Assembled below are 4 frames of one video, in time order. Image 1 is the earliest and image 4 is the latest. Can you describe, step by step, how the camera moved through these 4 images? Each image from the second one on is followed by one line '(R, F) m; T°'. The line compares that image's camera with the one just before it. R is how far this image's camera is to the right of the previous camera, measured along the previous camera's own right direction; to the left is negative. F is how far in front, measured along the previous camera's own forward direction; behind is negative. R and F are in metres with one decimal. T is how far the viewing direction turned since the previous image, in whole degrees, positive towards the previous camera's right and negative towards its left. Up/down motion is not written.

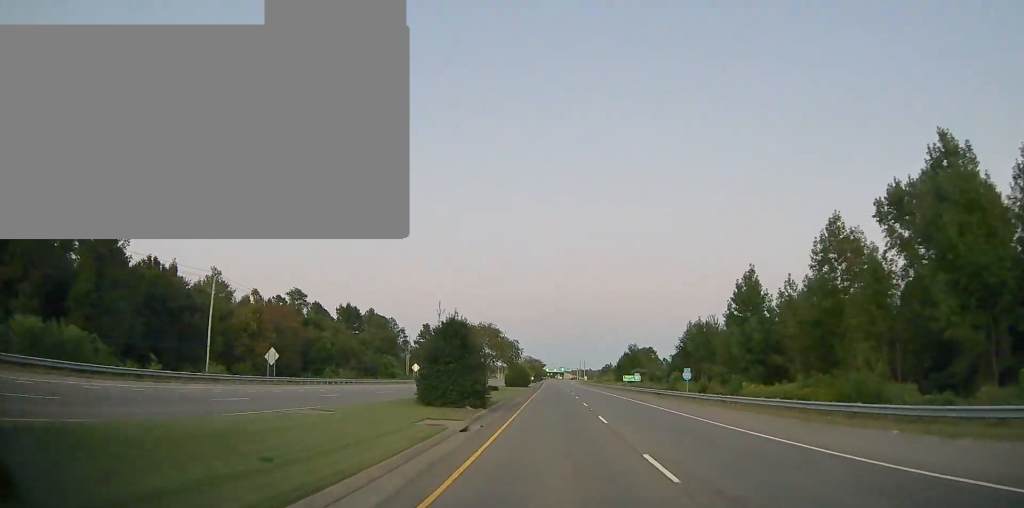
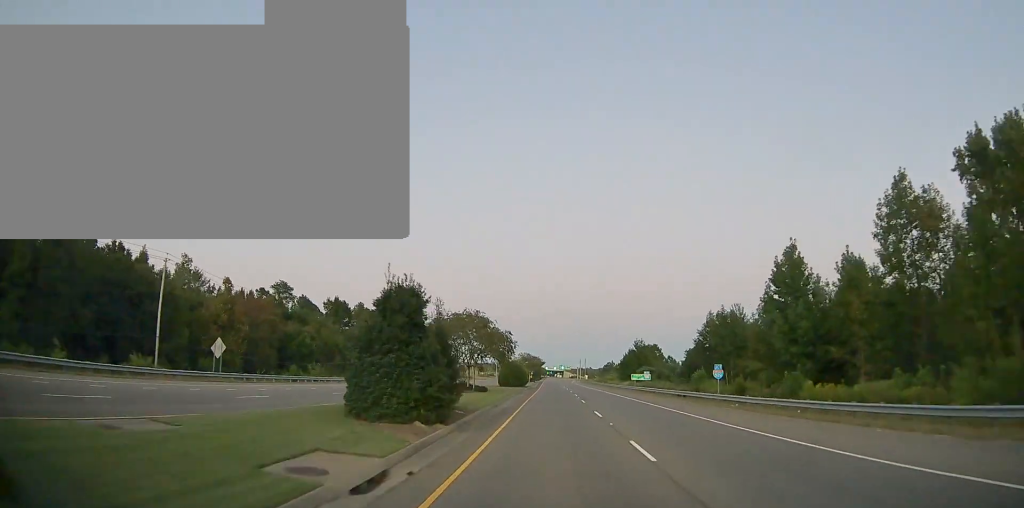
(0.0, +9.3) m; 0°
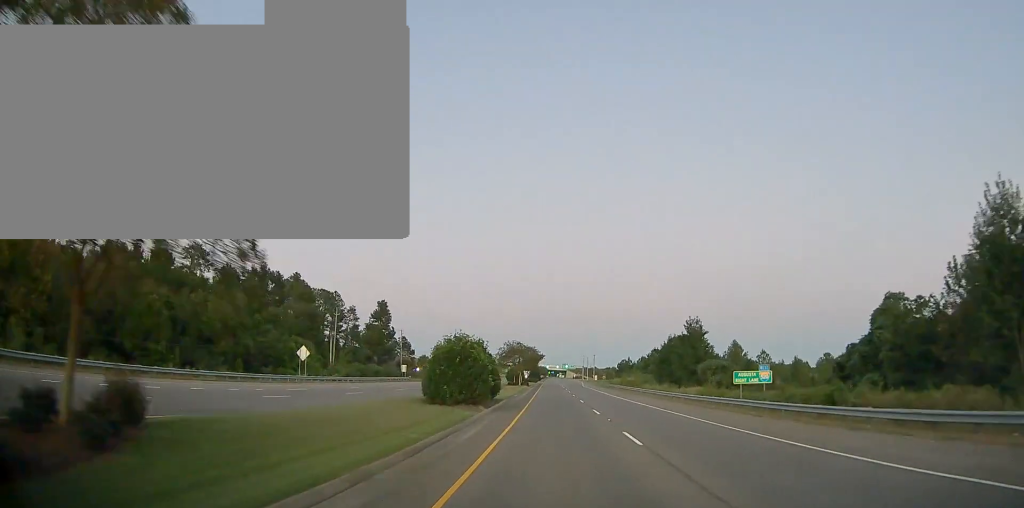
(-0.1, +43.1) m; 0°
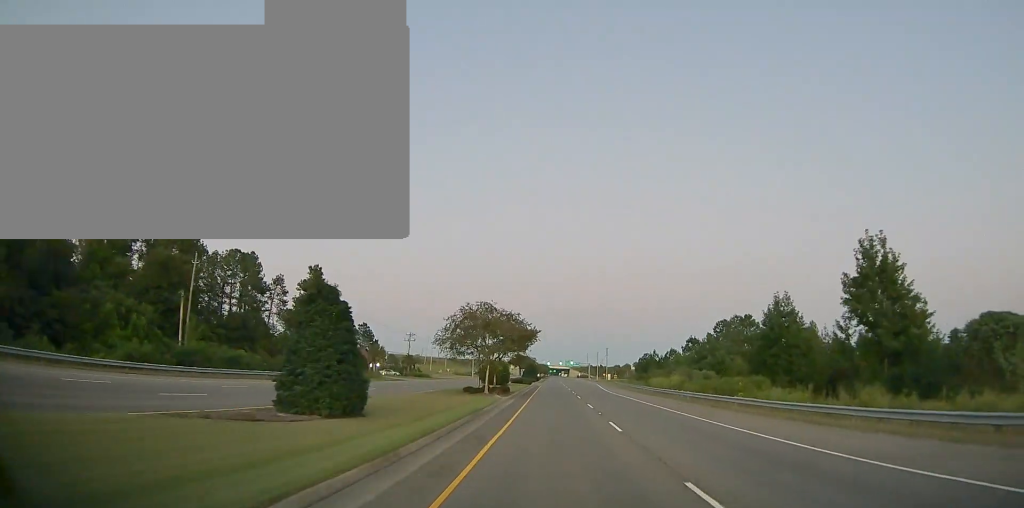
(+0.5, +42.9) m; +1°
